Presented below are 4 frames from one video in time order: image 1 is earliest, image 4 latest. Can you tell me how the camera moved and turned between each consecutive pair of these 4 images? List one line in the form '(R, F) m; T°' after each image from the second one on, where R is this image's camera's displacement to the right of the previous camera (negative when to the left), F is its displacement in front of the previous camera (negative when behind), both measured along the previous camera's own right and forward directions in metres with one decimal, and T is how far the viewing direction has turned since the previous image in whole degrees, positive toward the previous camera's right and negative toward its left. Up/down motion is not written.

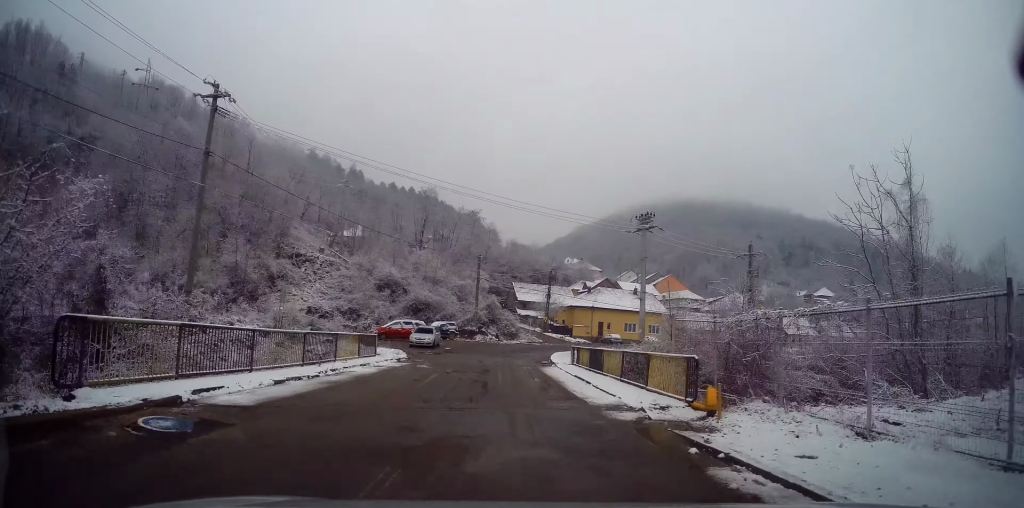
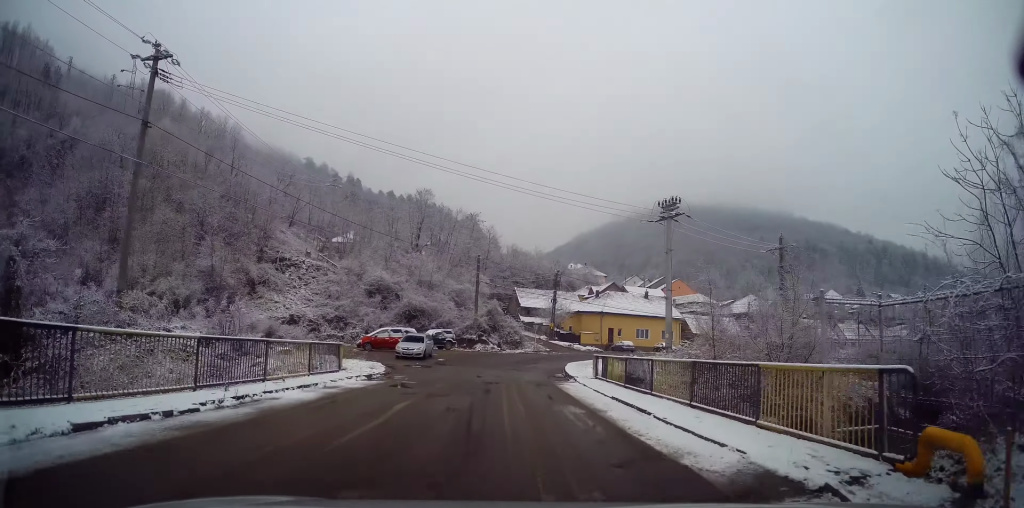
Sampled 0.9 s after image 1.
(+0.1, +5.9) m; +1°
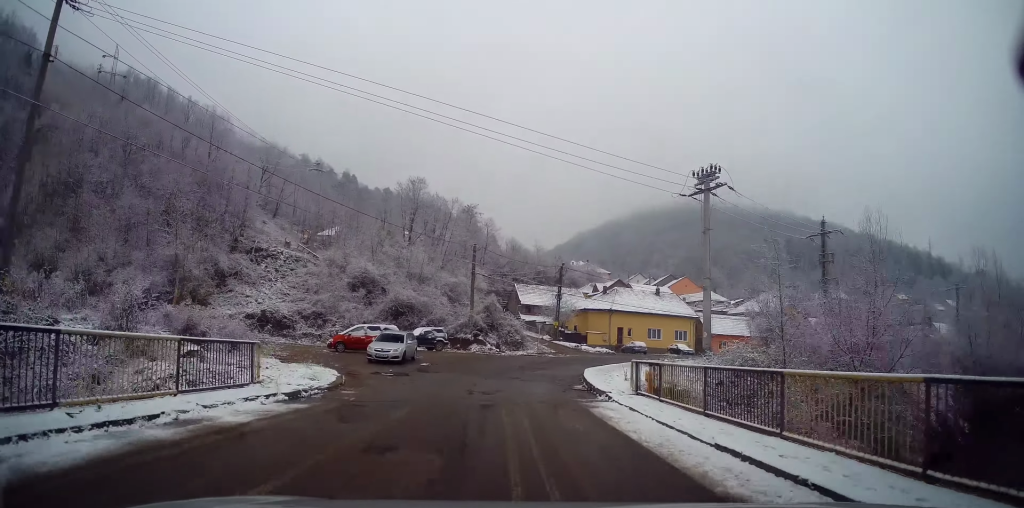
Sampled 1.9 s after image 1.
(0.0, +6.6) m; 0°
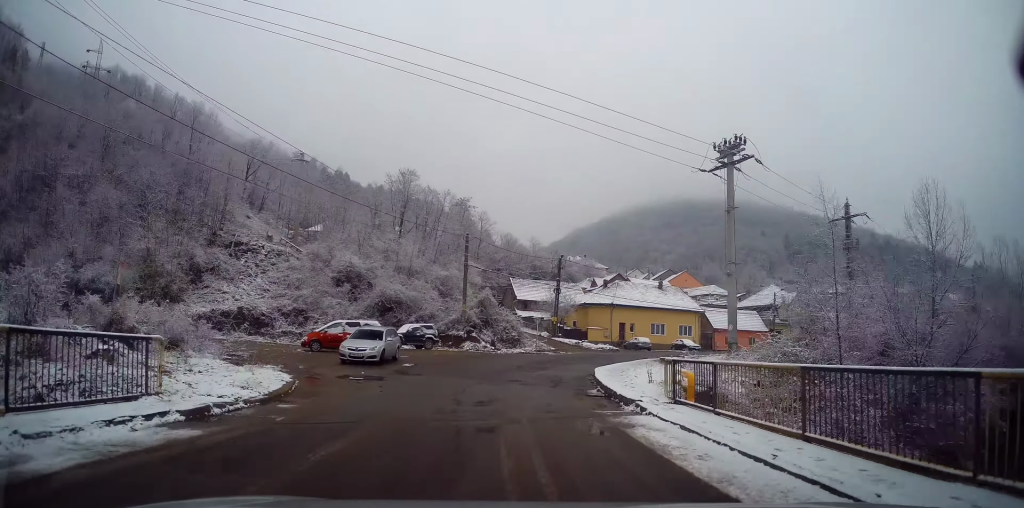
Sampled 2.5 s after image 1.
(0.0, +3.6) m; 0°
